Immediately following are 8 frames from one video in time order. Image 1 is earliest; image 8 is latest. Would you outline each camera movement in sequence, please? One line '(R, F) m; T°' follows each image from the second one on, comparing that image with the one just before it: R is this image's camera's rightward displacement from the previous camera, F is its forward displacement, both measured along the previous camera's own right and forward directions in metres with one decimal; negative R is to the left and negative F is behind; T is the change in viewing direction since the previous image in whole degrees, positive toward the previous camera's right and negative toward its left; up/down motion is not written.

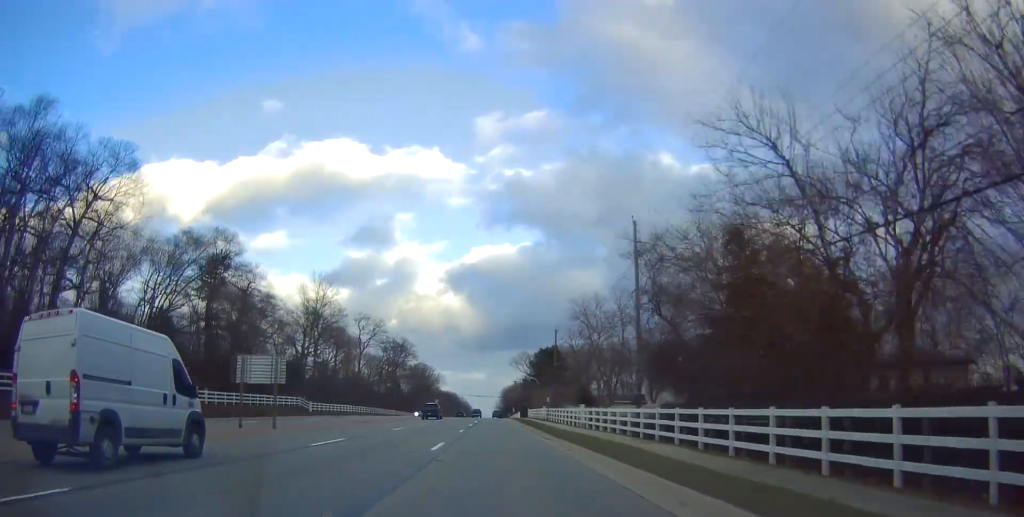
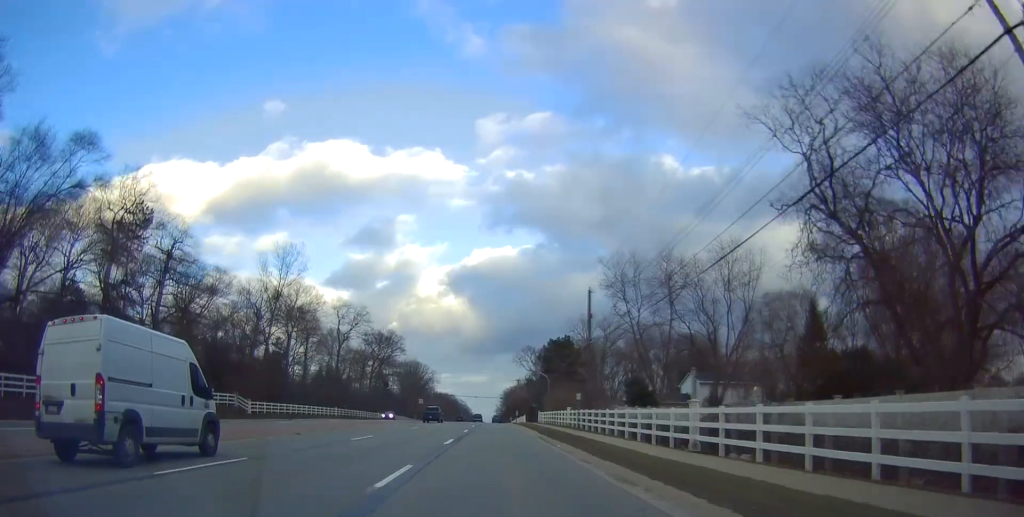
(0.0, +24.0) m; 0°
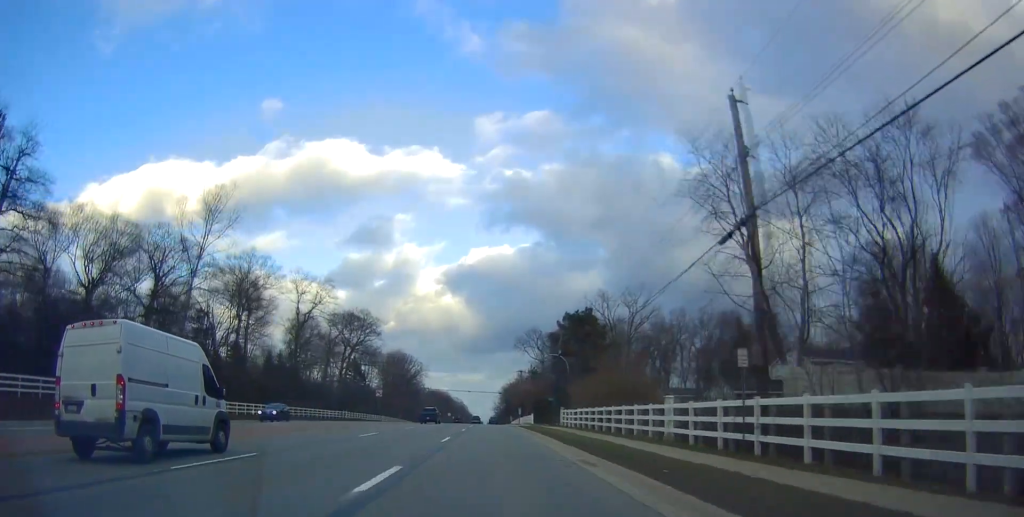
(0.0, +29.5) m; +1°
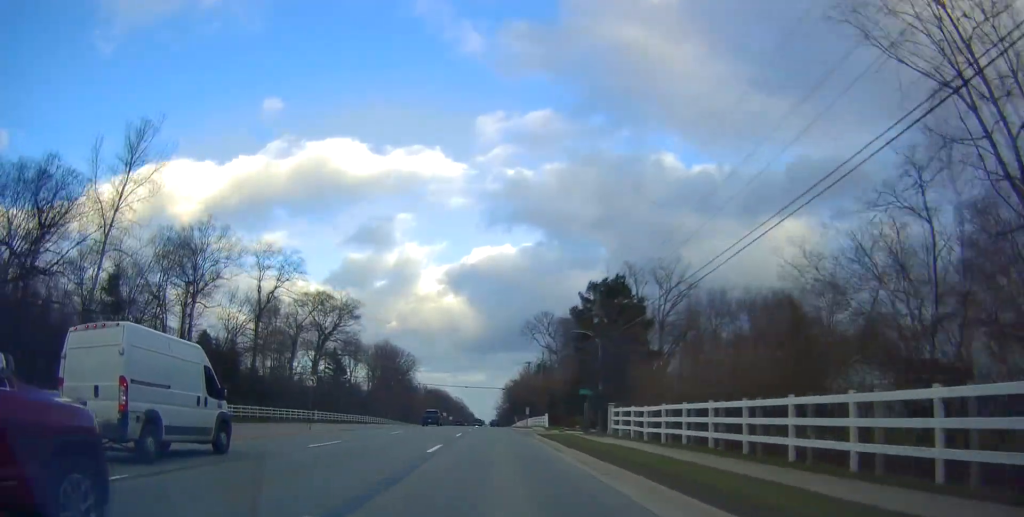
(+0.4, +21.1) m; 0°
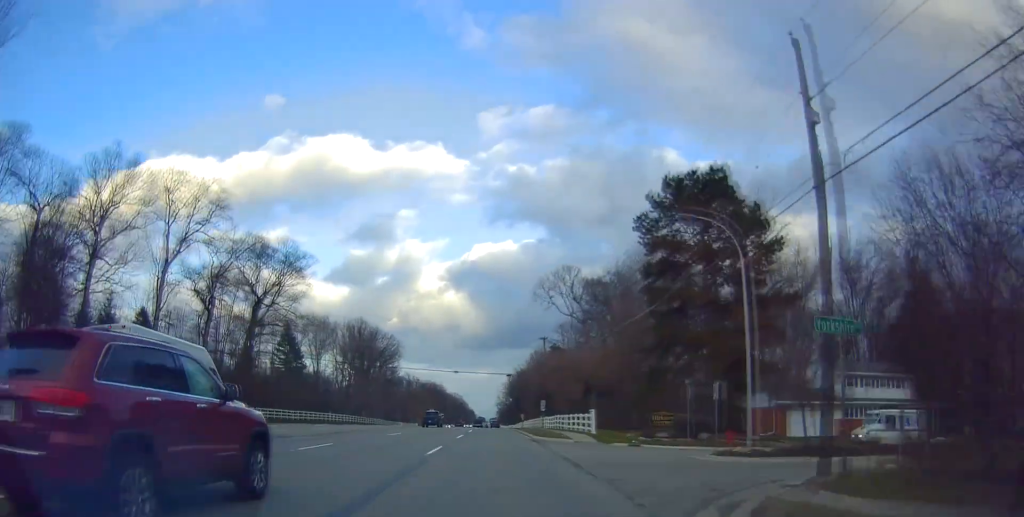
(-0.3, +31.0) m; 0°
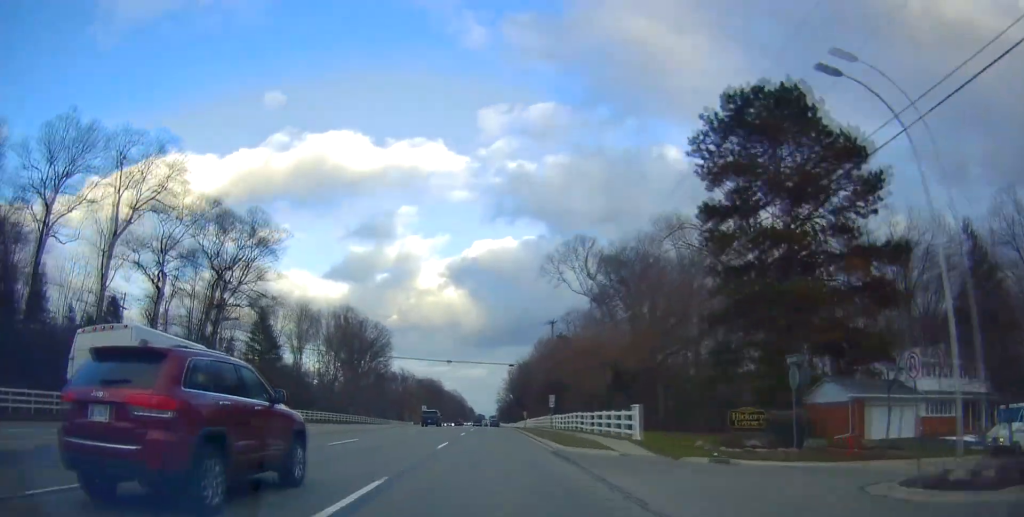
(+0.2, +11.5) m; 0°
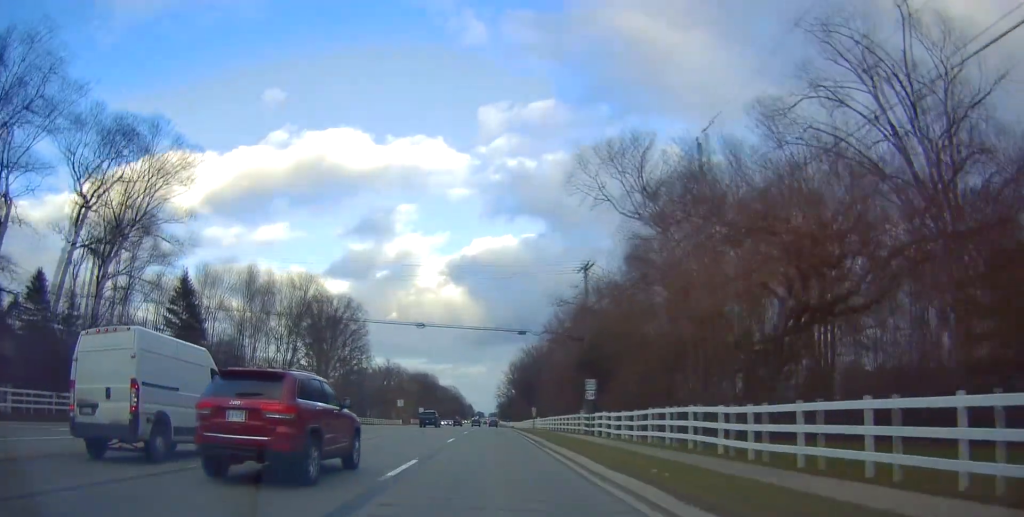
(+0.1, +24.7) m; 0°
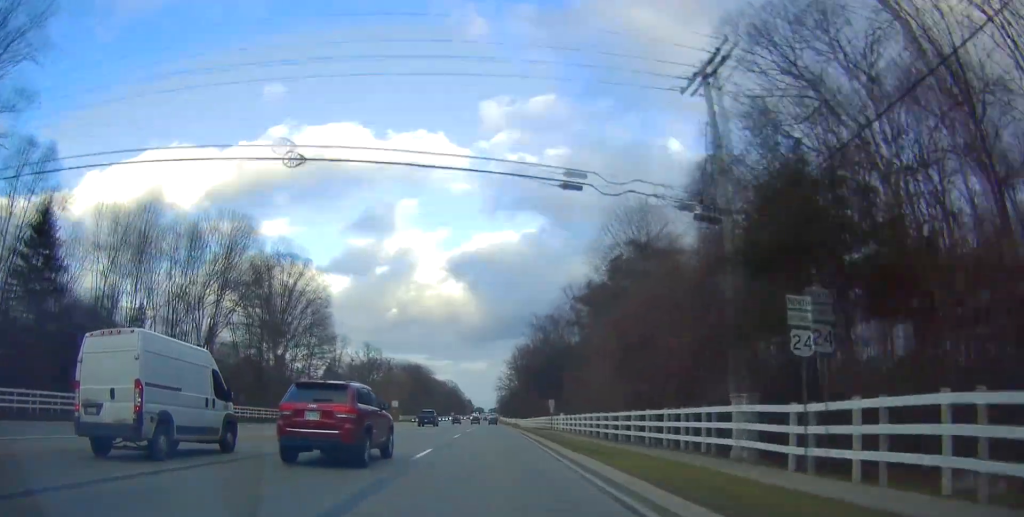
(-0.4, +26.5) m; -1°
